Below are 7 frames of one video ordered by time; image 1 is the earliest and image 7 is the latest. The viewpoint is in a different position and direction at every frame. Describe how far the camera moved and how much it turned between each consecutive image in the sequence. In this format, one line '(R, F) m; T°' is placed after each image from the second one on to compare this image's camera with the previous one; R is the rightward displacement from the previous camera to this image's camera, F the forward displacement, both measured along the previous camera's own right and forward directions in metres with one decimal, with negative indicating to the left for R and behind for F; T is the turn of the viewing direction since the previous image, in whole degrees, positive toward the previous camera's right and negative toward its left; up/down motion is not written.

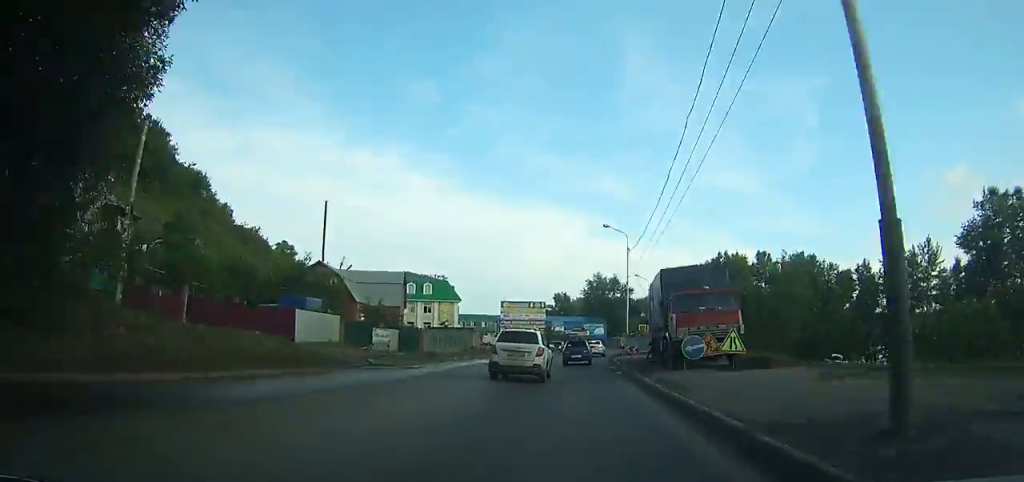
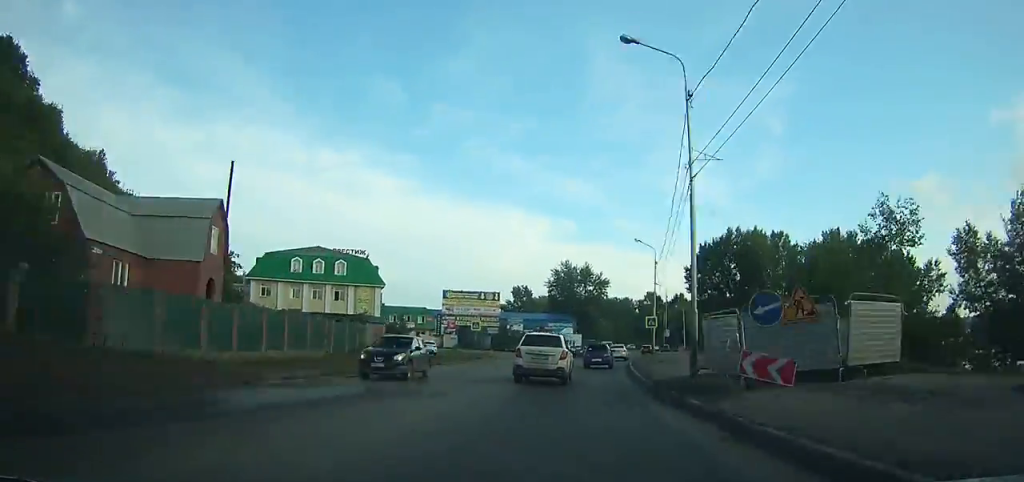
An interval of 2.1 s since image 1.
(+0.3, +32.8) m; +4°
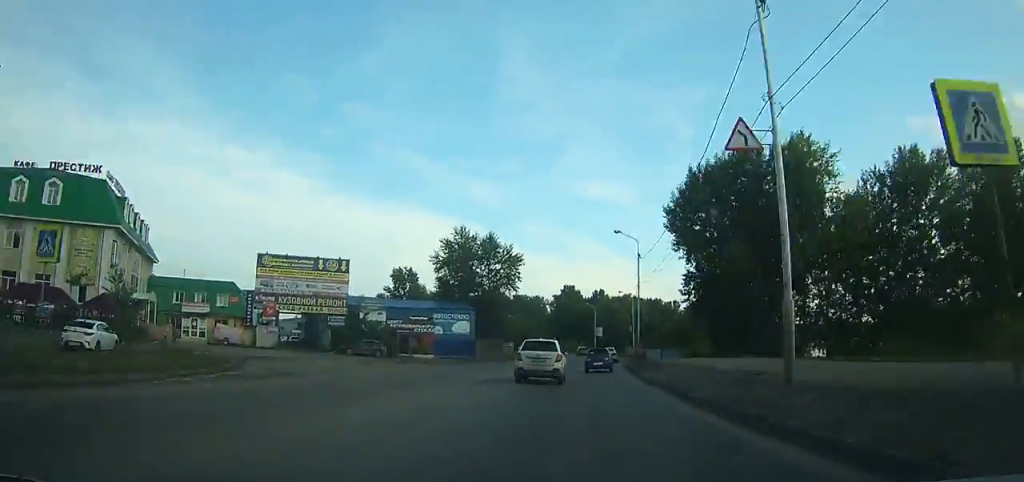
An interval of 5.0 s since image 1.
(+2.7, +44.9) m; +7°
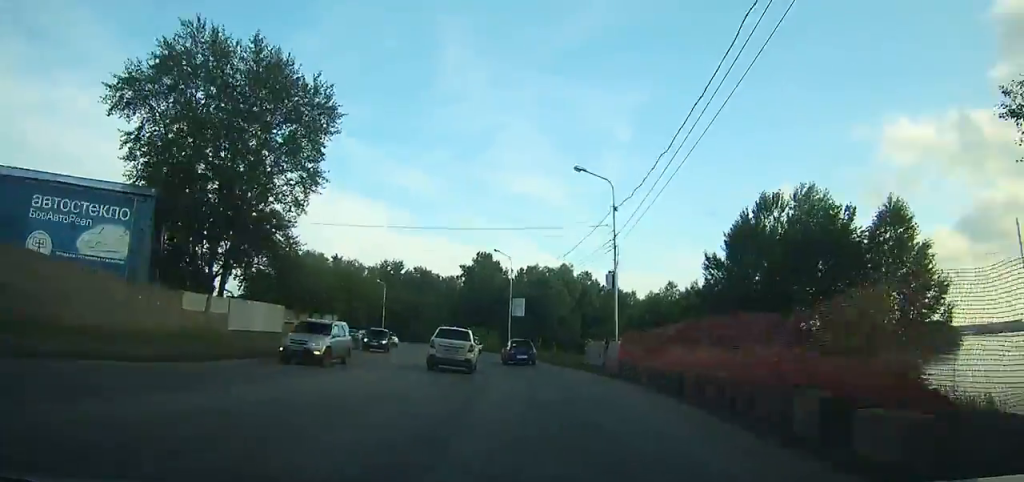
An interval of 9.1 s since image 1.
(+4.8, +63.4) m; +1°
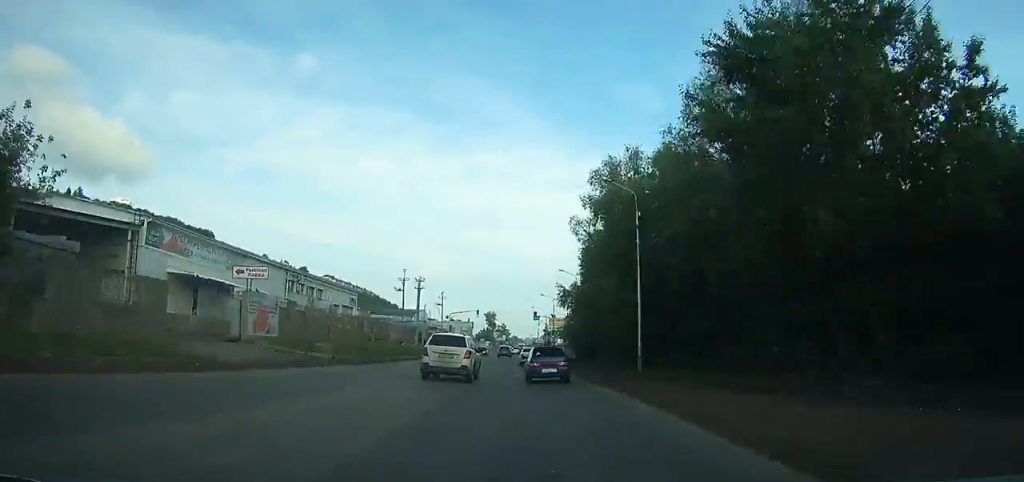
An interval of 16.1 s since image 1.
(-23.5, +96.7) m; -33°
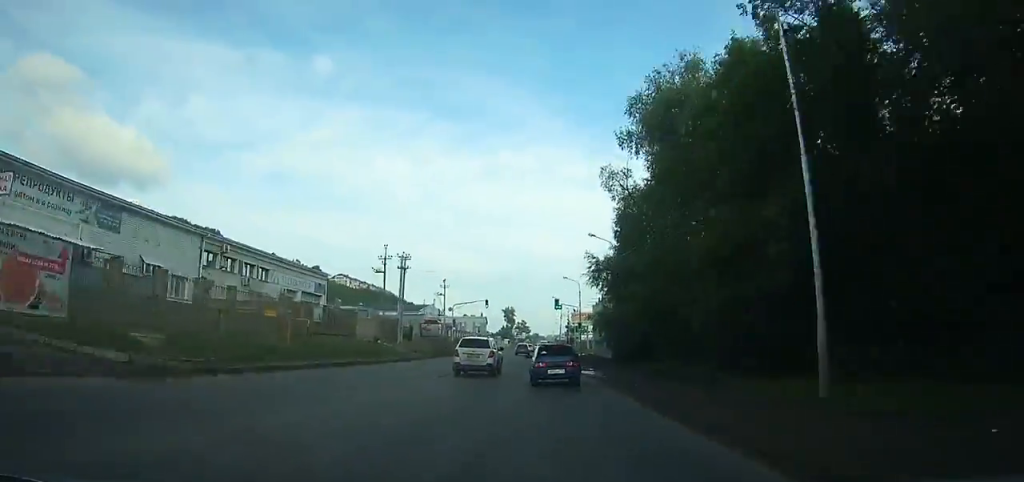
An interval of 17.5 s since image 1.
(-1.2, +16.8) m; -4°
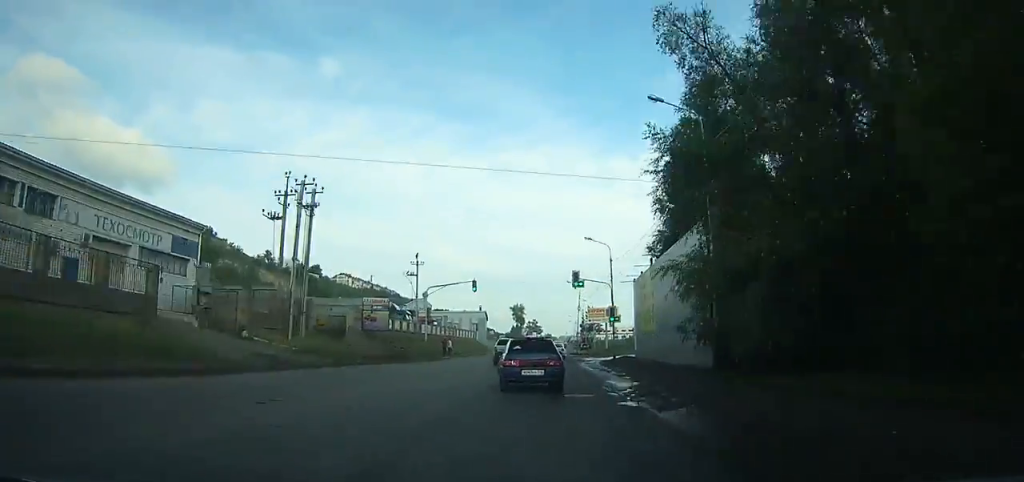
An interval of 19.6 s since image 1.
(-1.7, +23.6) m; -4°
